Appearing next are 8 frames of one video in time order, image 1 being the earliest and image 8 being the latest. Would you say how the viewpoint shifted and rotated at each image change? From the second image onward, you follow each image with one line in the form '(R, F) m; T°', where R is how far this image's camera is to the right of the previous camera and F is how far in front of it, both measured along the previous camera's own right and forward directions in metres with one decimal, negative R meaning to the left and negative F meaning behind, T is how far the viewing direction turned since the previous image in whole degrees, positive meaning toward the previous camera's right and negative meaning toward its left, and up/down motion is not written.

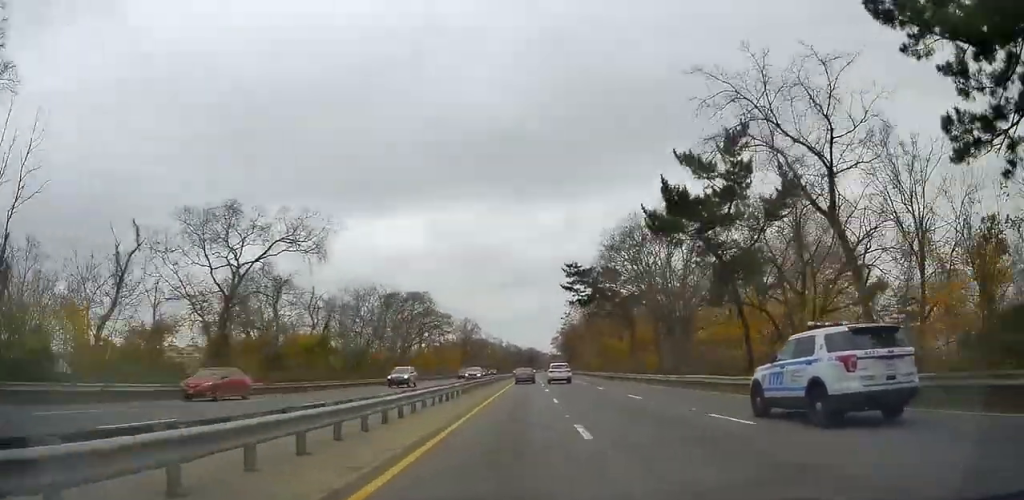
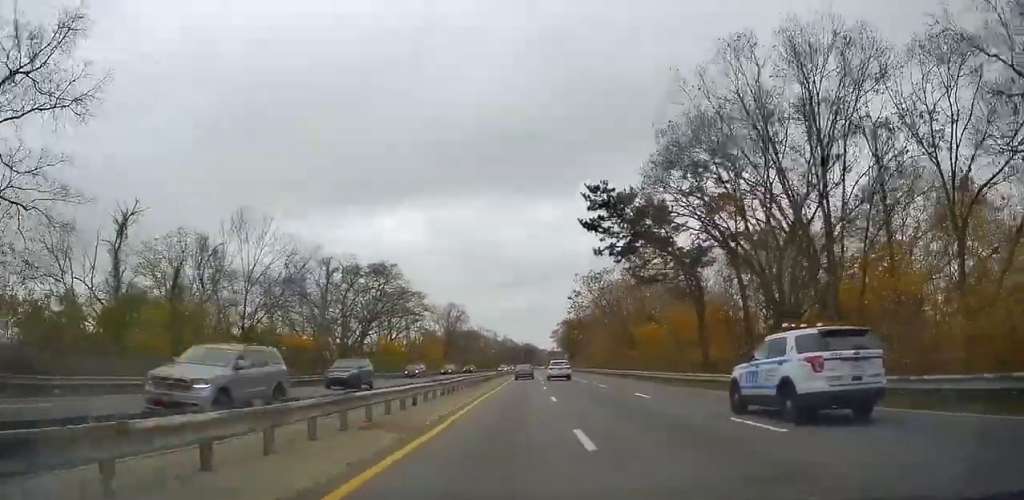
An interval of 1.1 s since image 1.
(+0.6, +25.1) m; +1°
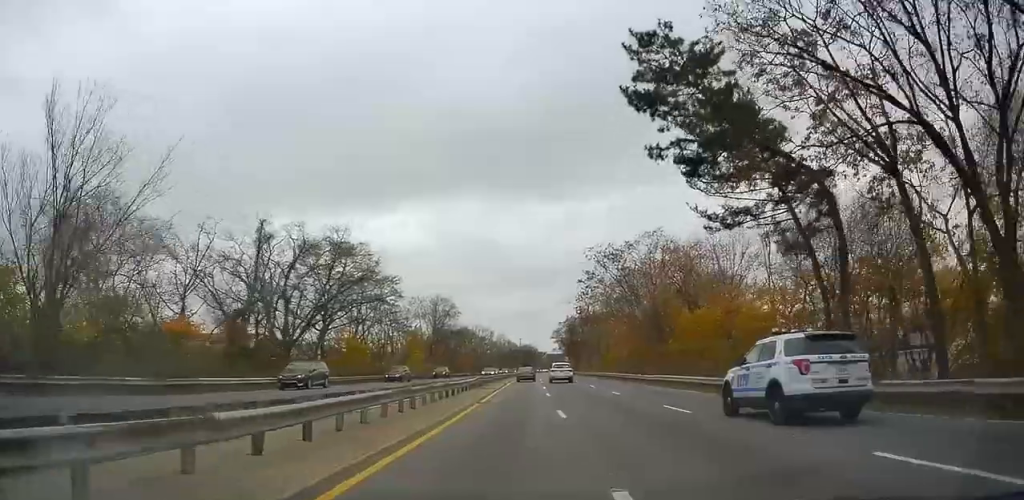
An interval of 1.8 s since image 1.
(0.0, +17.0) m; 0°
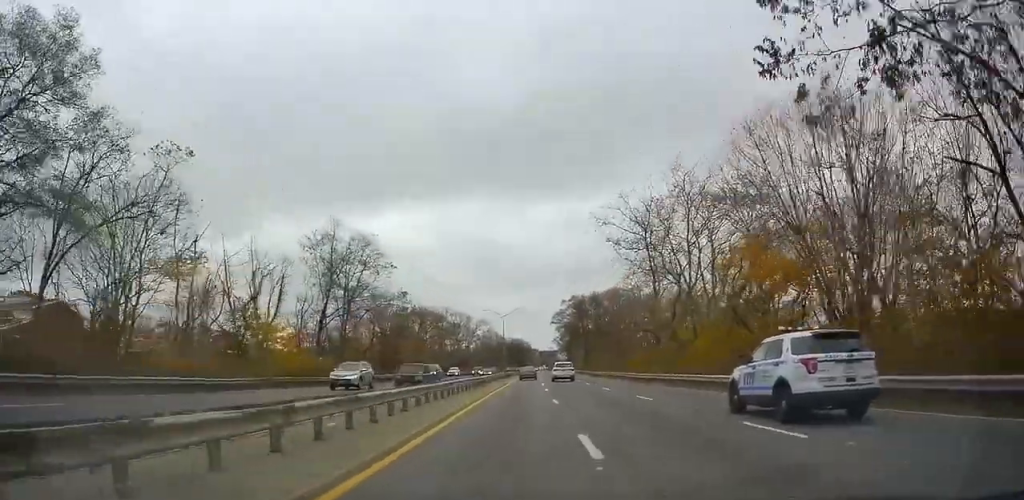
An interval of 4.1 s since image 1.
(+0.1, +53.4) m; 0°
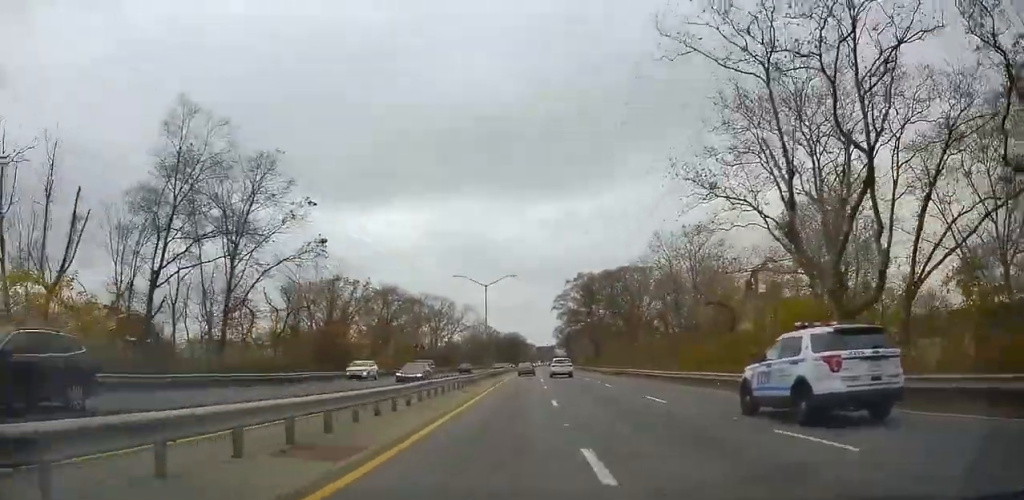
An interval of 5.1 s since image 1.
(-0.3, +25.5) m; 0°
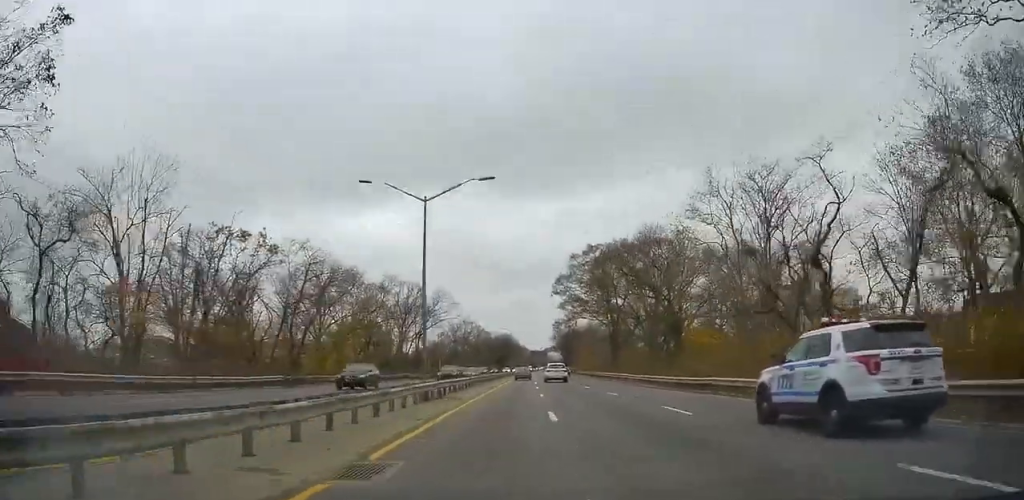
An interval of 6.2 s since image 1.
(+0.3, +27.9) m; +1°
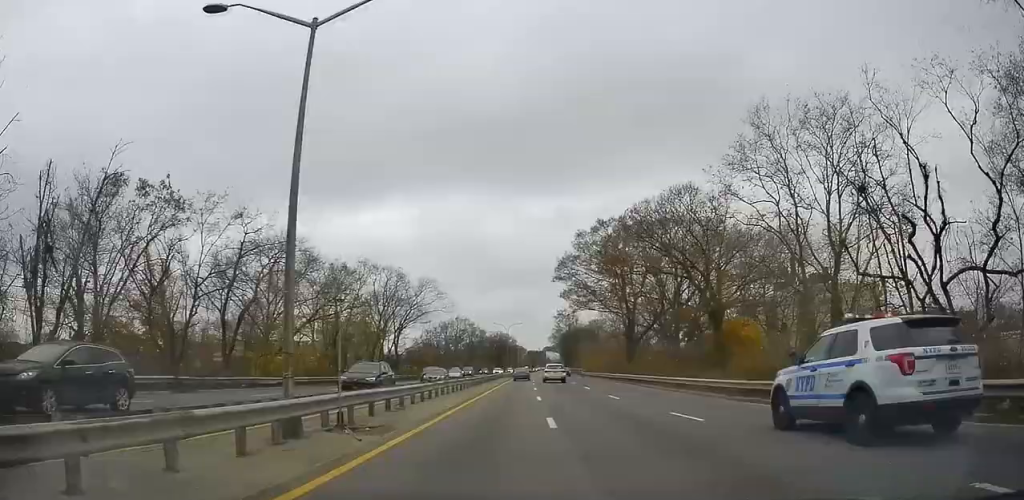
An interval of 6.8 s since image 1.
(+0.1, +13.2) m; 0°
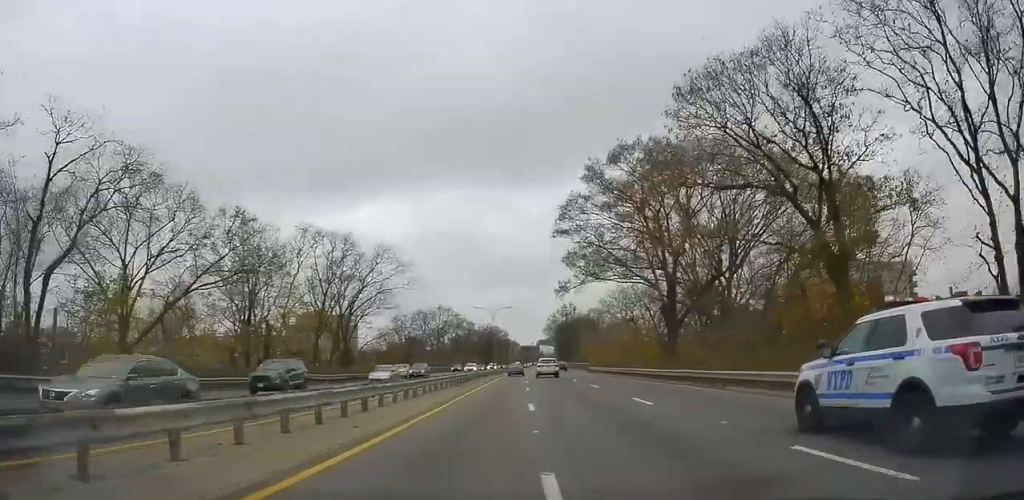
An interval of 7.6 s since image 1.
(0.0, +20.2) m; 0°
